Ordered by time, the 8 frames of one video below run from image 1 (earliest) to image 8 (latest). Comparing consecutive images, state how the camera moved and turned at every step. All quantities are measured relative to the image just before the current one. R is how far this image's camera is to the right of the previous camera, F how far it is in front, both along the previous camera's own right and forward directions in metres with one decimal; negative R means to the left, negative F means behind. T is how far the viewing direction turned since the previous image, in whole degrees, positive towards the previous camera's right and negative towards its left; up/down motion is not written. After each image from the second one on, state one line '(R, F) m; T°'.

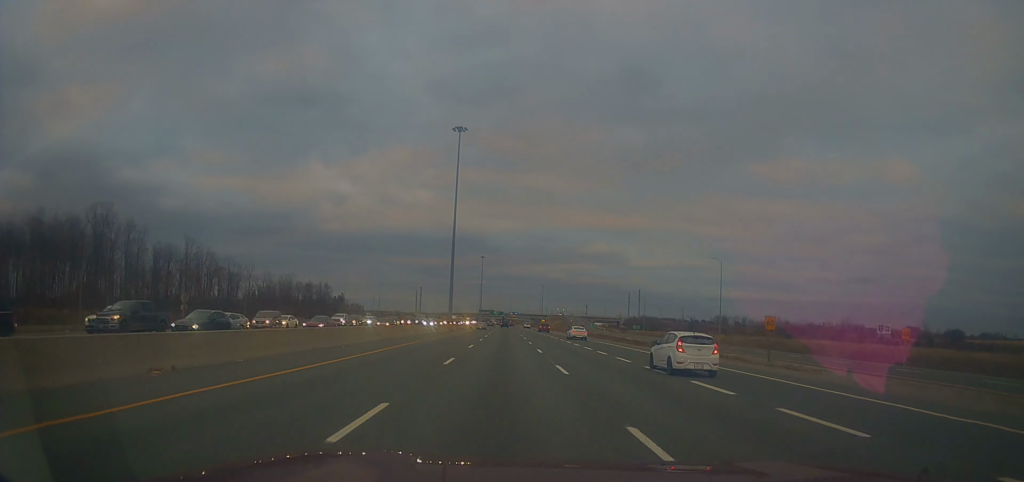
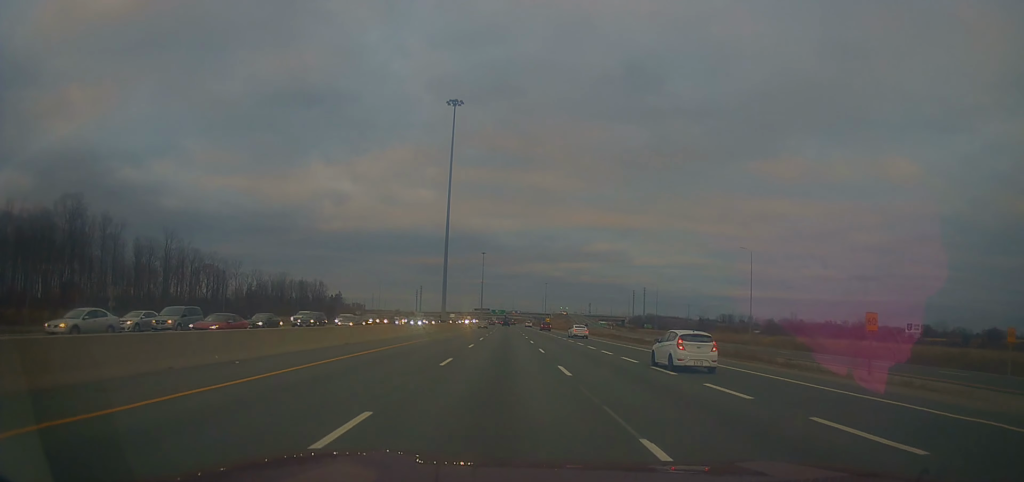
(-0.2, +13.1) m; 0°
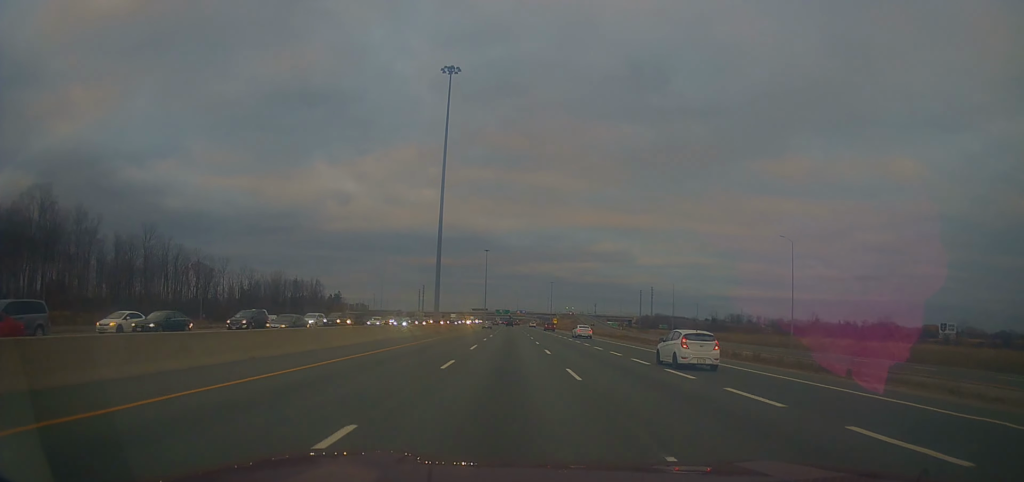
(+0.3, +13.2) m; 0°
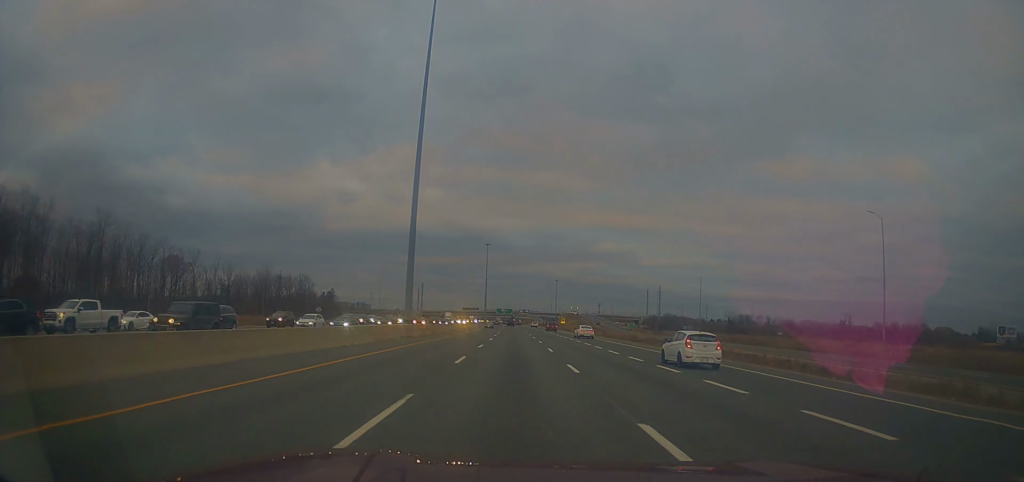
(-0.1, +21.8) m; 0°
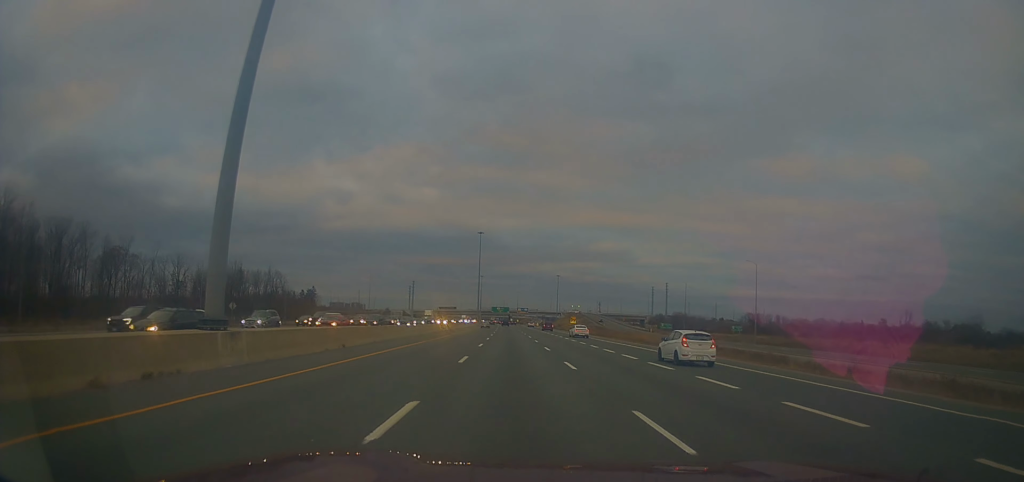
(+0.4, +34.9) m; +2°
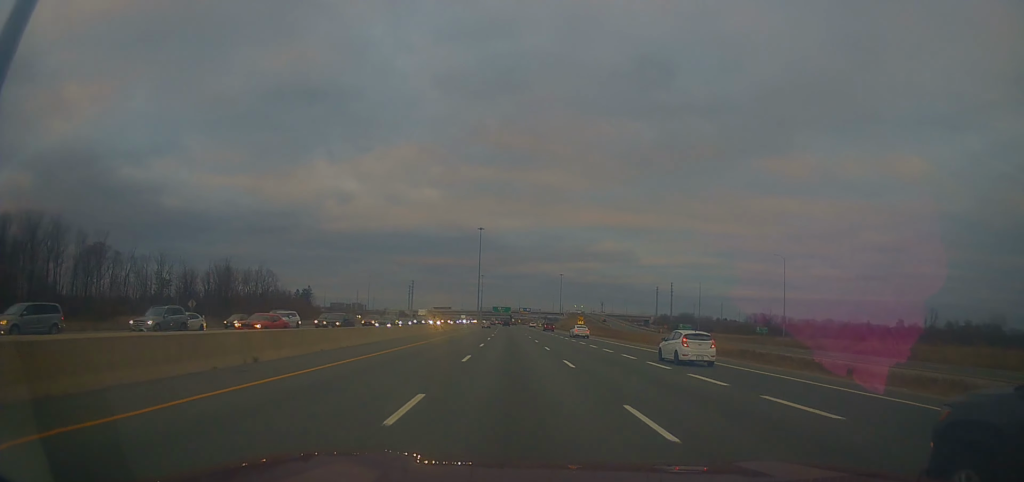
(0.0, +11.3) m; 0°
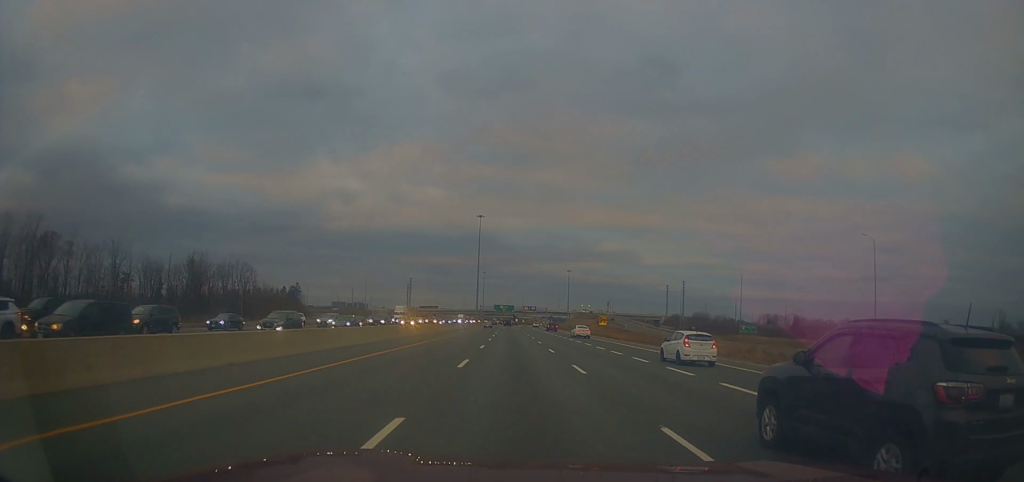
(-0.1, +26.1) m; -1°
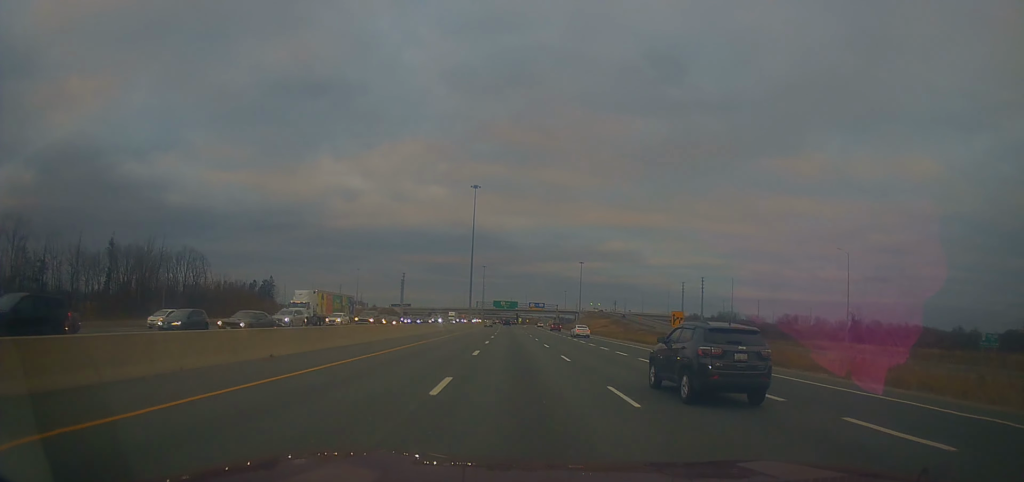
(-1.2, +42.3) m; -2°
